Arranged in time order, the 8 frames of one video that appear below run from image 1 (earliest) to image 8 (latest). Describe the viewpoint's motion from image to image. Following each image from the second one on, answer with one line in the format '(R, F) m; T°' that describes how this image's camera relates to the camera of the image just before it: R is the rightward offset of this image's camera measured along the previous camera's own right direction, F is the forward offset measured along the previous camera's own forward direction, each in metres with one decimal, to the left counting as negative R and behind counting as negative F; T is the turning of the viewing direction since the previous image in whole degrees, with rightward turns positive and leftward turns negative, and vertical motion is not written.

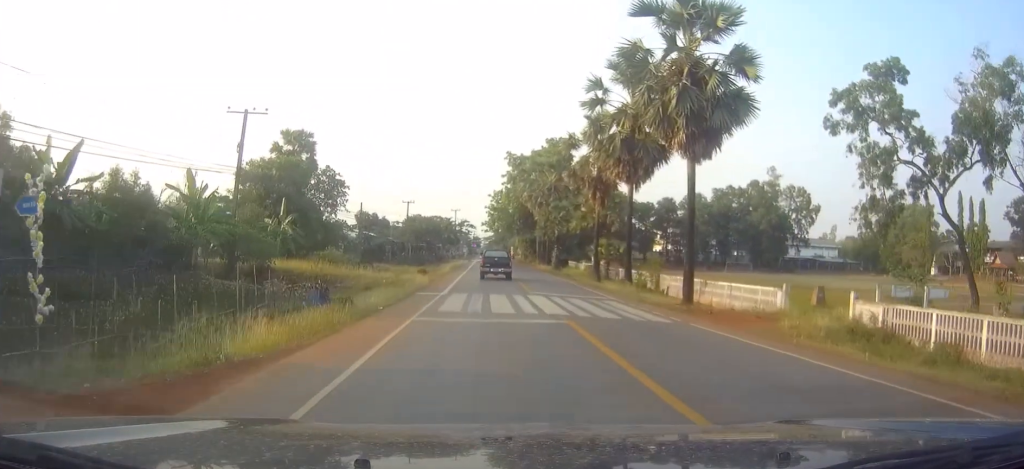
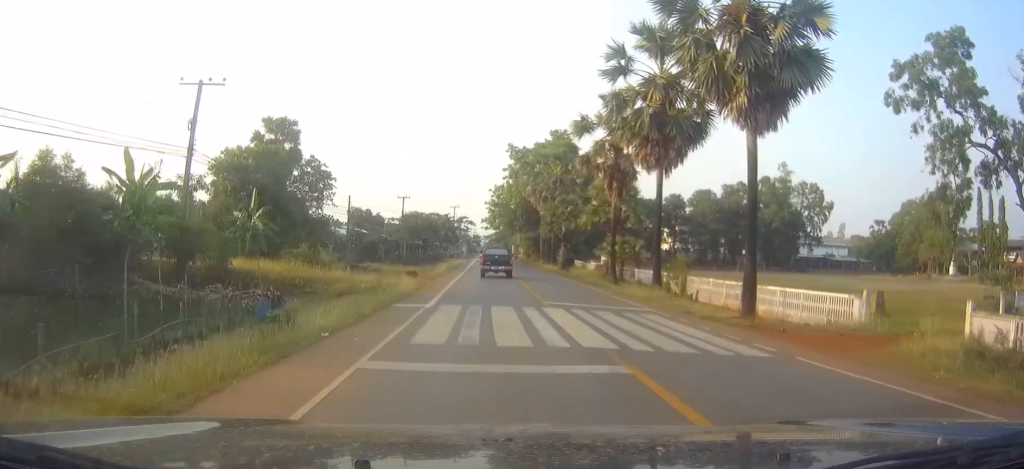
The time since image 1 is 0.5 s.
(-0.1, +6.8) m; 0°
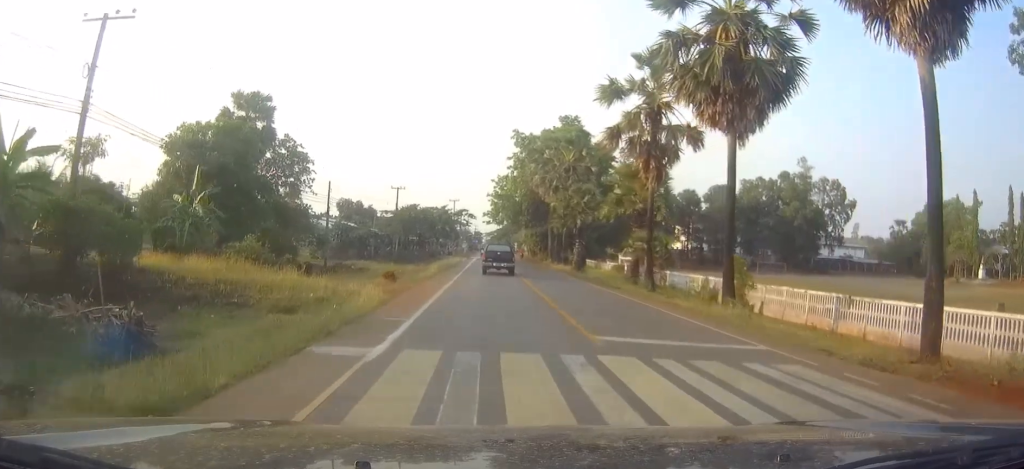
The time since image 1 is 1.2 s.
(+0.1, +10.0) m; 0°
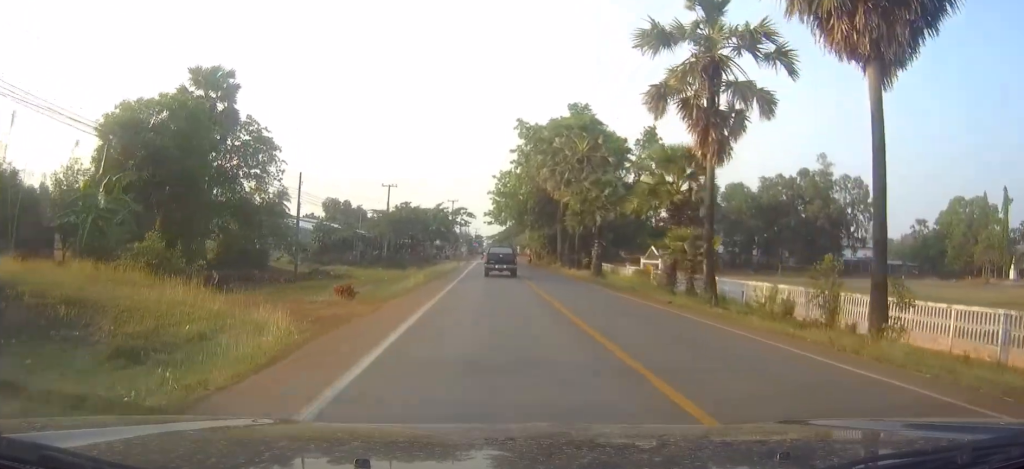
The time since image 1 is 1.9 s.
(0.0, +9.9) m; 0°
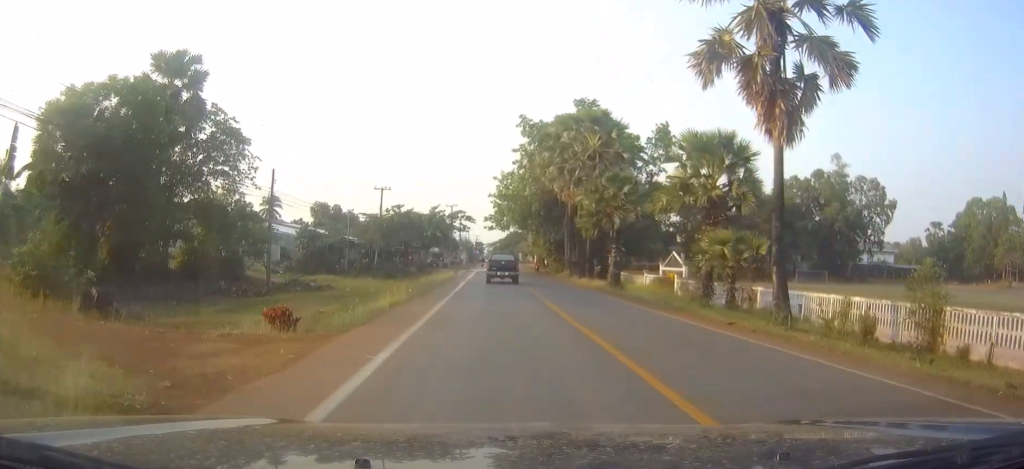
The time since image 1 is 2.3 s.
(-0.1, +6.6) m; 0°
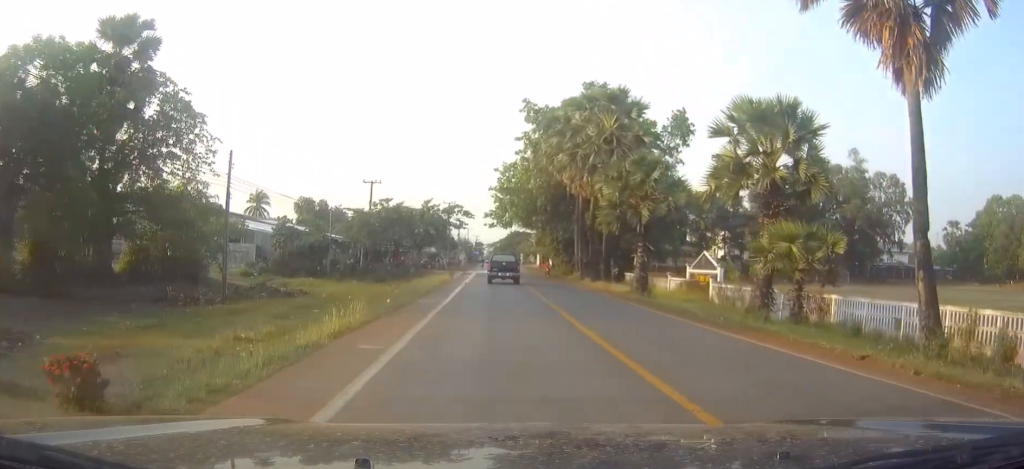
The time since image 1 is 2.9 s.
(+0.1, +7.4) m; 0°
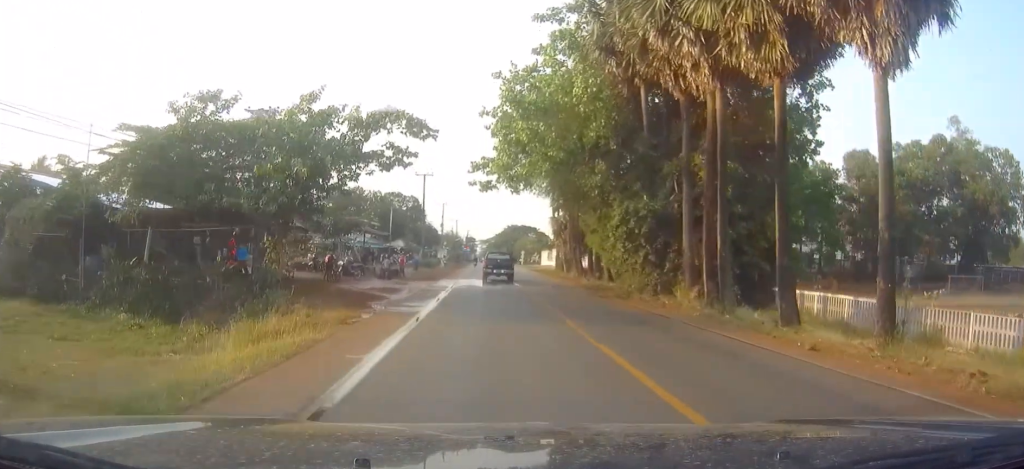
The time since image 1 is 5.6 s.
(+0.3, +37.1) m; 0°
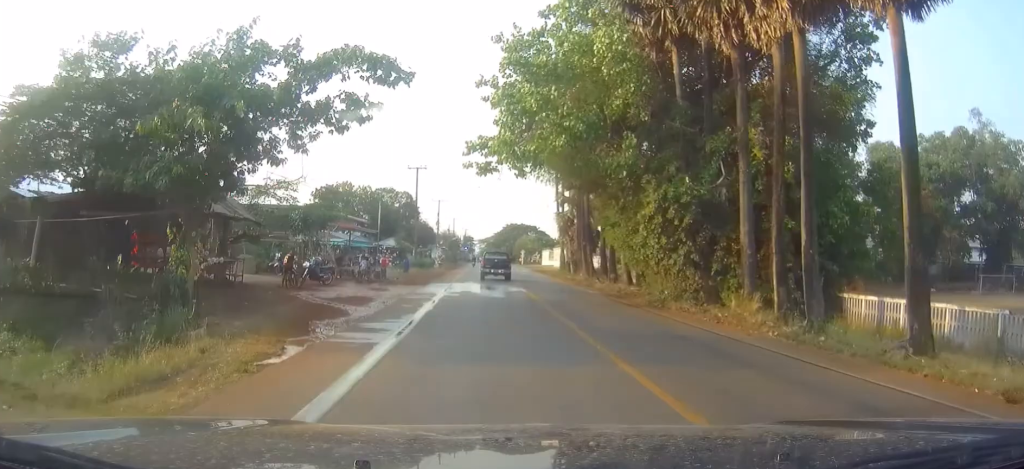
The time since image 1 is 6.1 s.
(0.0, +6.9) m; 0°
